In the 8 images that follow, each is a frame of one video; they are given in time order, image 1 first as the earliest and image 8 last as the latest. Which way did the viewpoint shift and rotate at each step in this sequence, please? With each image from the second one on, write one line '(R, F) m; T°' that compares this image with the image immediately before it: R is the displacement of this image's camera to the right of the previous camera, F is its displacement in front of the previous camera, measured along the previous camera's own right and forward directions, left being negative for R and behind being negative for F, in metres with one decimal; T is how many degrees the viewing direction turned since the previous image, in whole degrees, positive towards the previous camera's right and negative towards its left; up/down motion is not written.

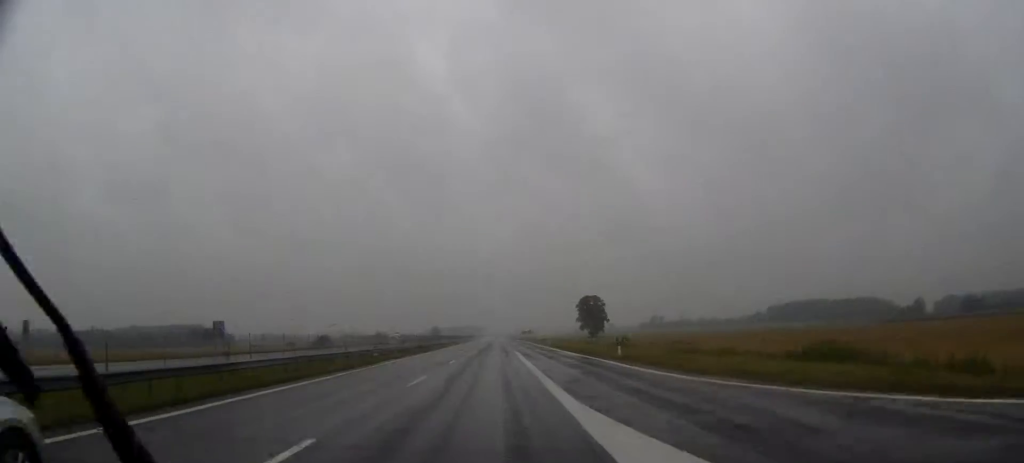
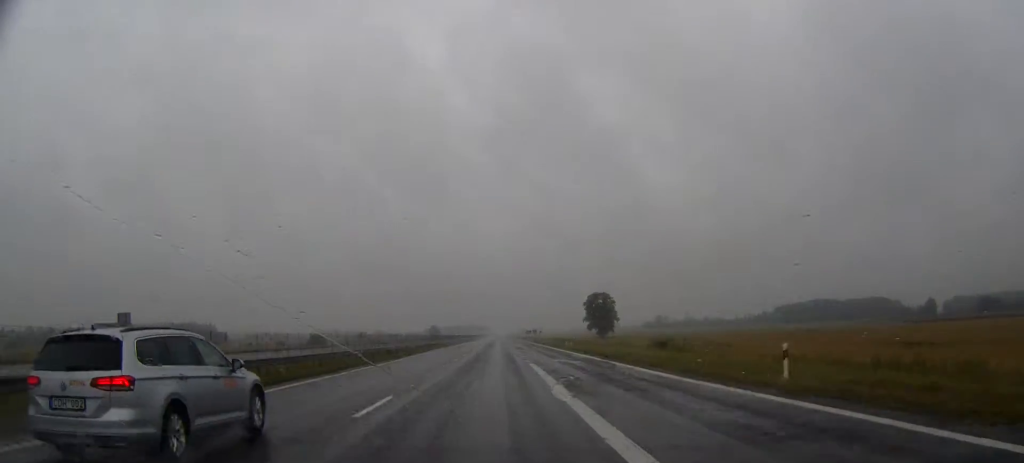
(0.0, +25.3) m; 0°
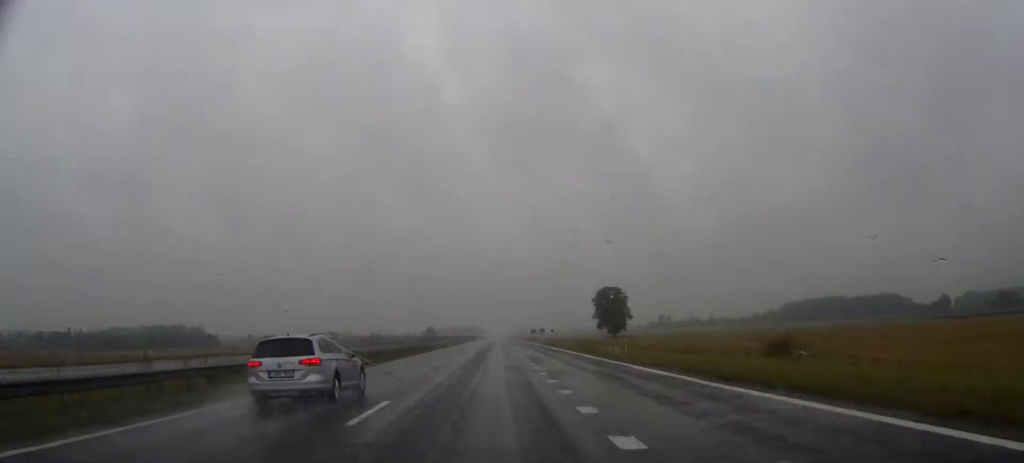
(0.0, +32.8) m; 0°
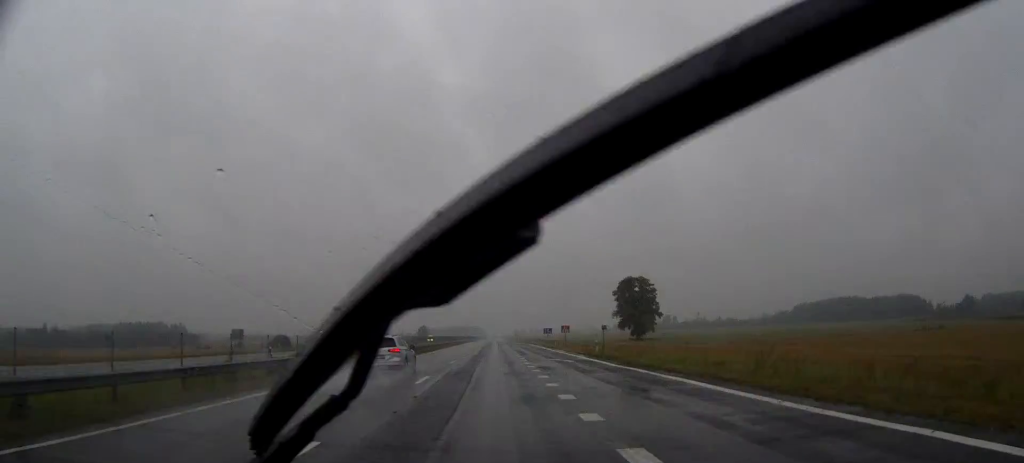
(+0.1, +53.4) m; 0°
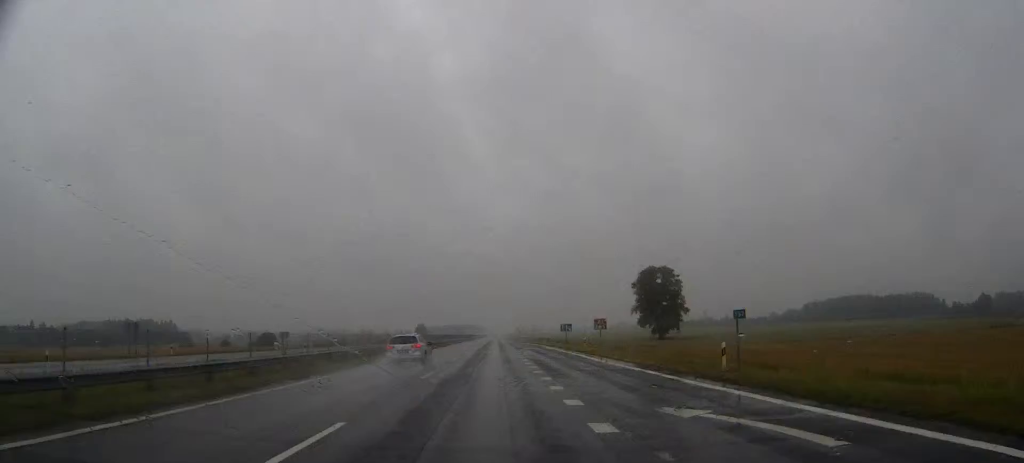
(0.0, +30.0) m; 0°
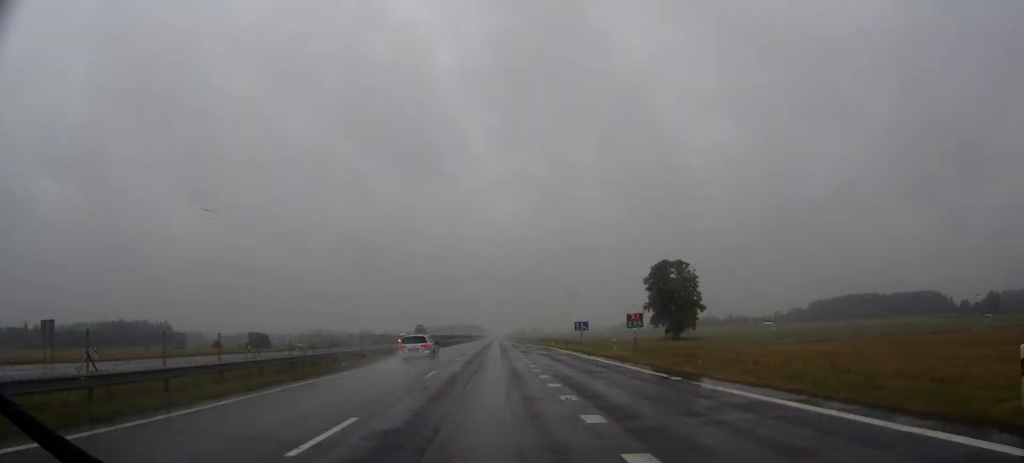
(0.0, +15.0) m; 0°
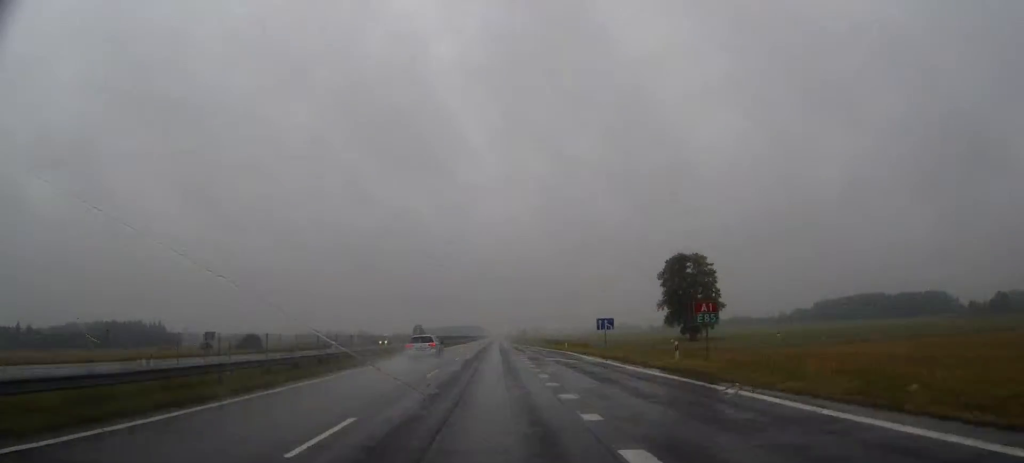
(0.0, +15.9) m; 0°
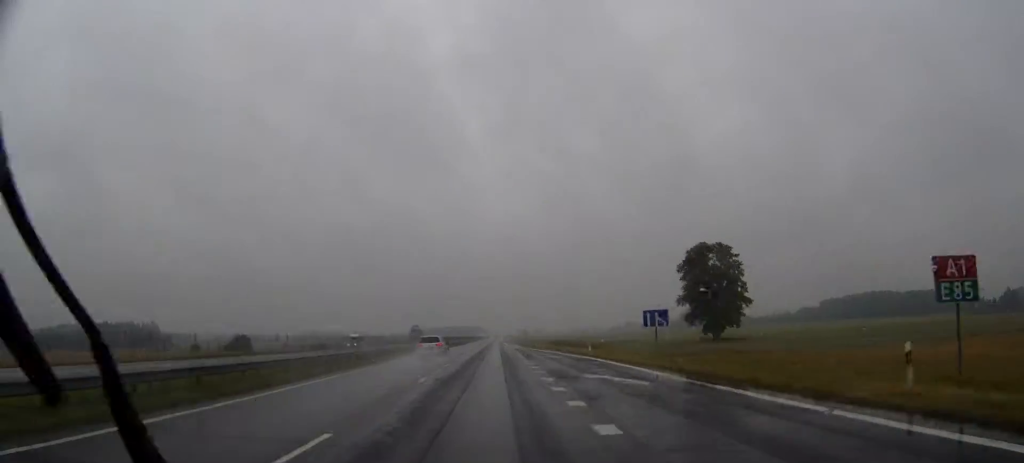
(0.0, +17.8) m; 0°
